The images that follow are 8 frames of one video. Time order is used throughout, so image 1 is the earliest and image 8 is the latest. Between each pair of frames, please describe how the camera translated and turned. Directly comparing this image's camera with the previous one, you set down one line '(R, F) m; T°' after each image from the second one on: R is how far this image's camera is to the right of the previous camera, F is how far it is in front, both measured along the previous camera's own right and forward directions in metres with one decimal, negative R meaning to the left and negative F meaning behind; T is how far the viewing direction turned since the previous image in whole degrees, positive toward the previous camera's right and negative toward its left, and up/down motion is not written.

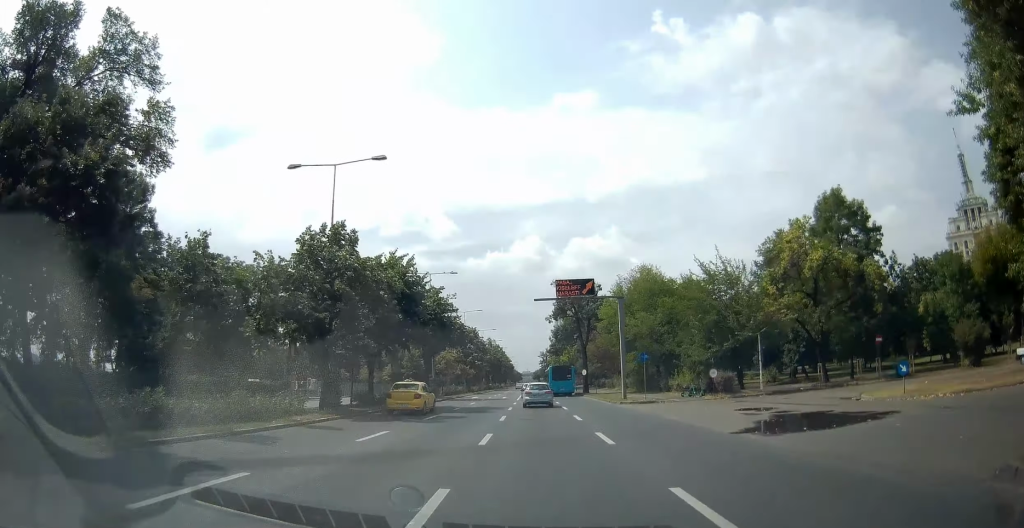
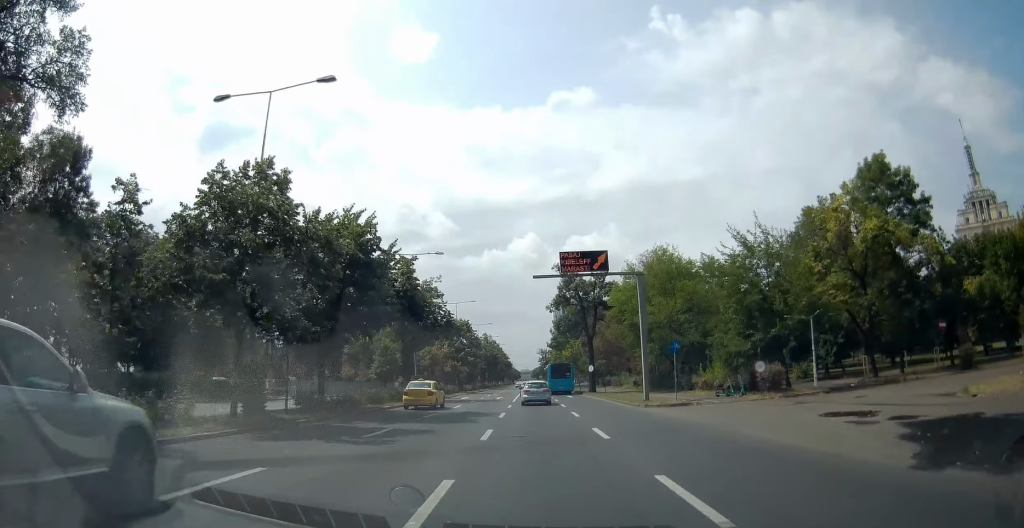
(+0.1, +8.4) m; 0°
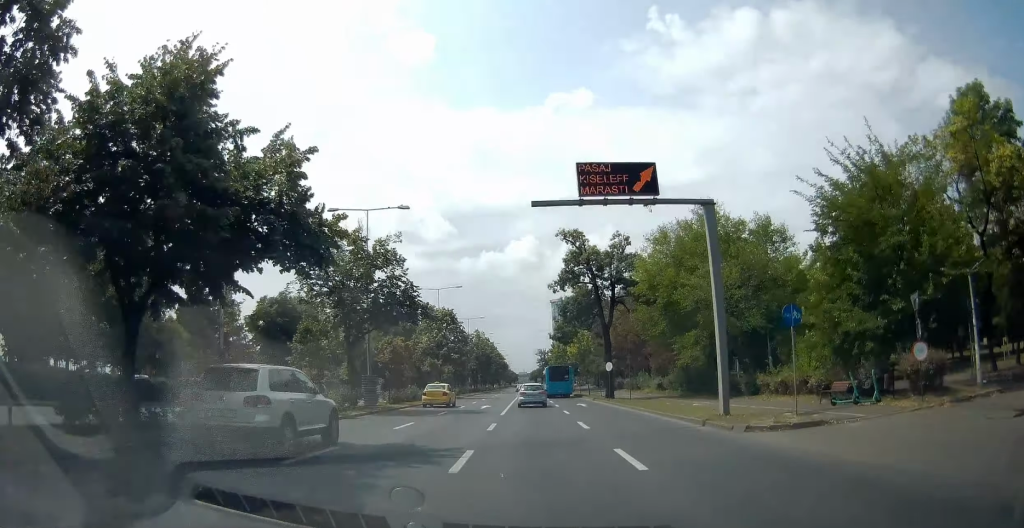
(-0.1, +13.8) m; 0°
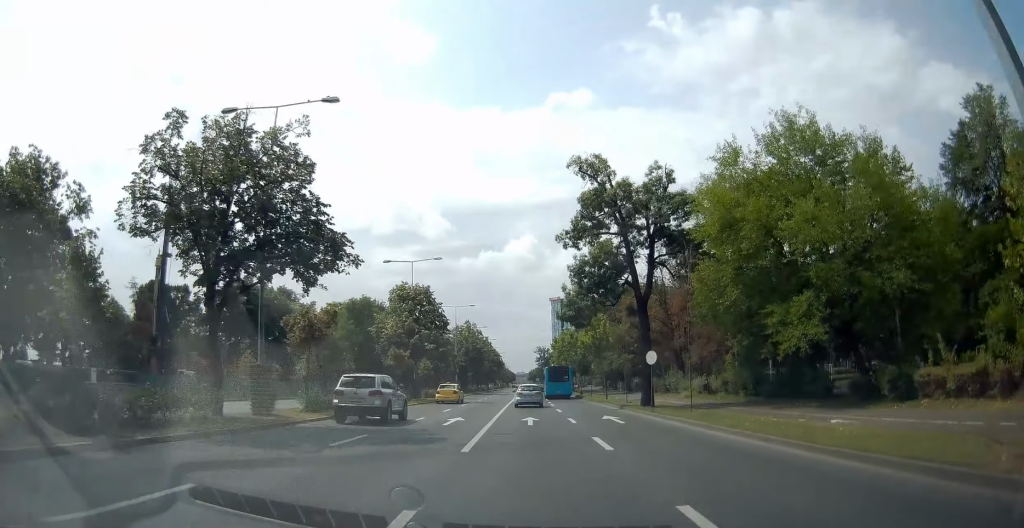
(+0.1, +14.6) m; -1°
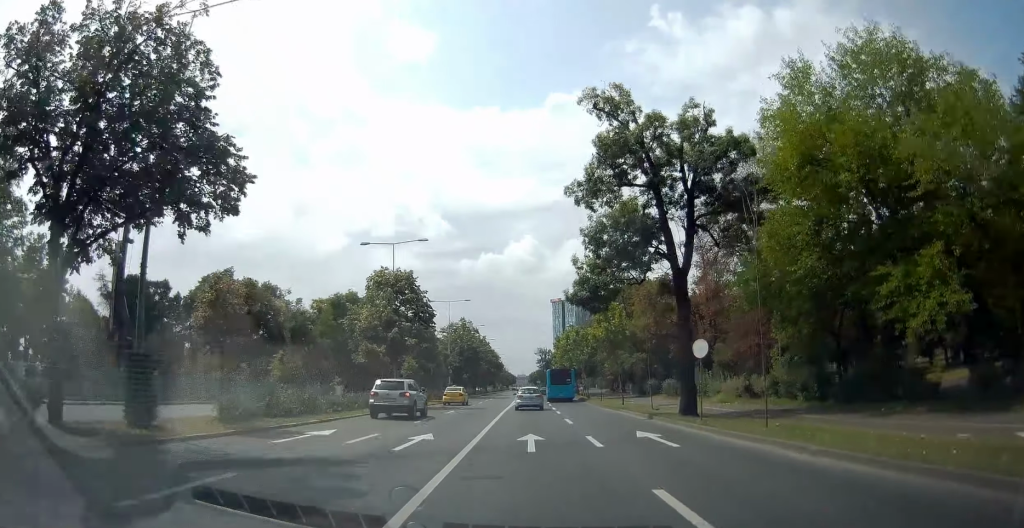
(-0.2, +8.0) m; 0°
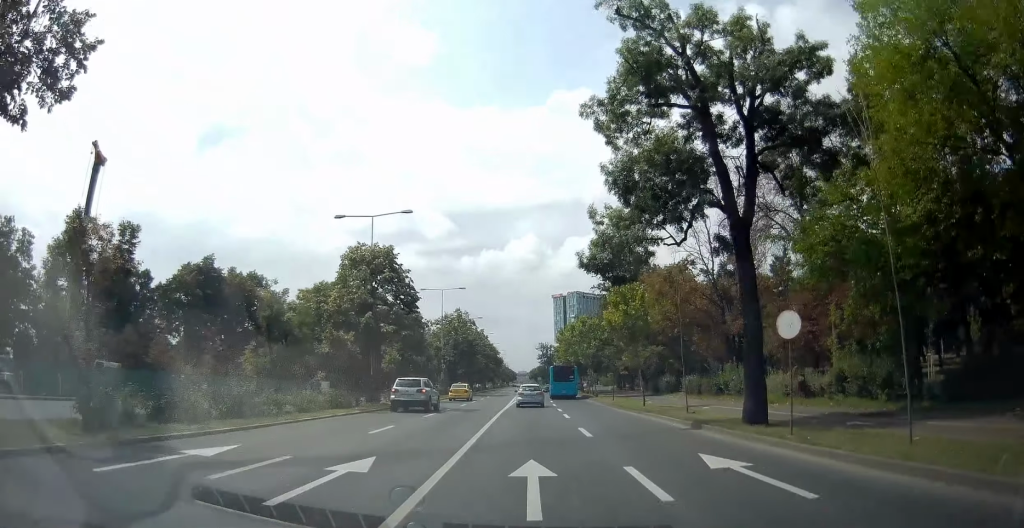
(0.0, +6.5) m; 0°
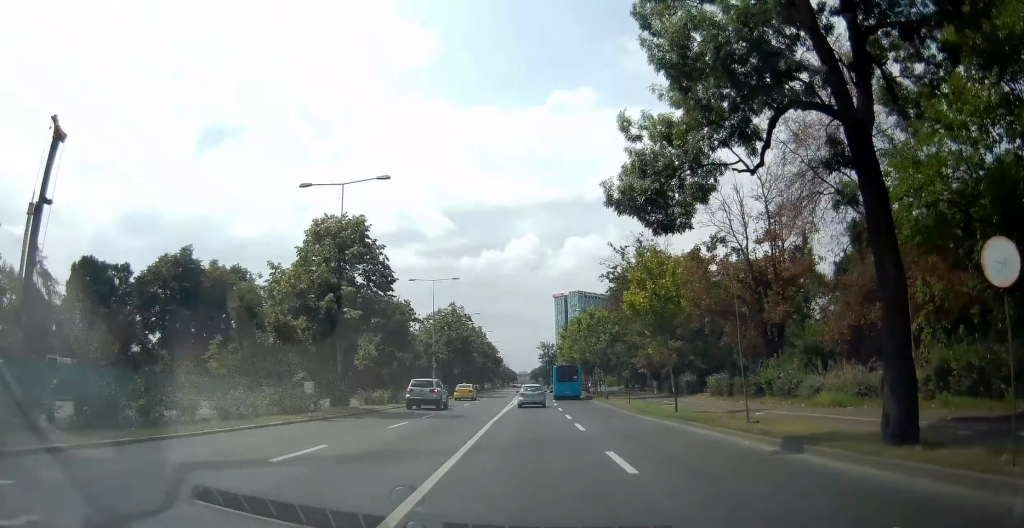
(+0.1, +6.5) m; 0°
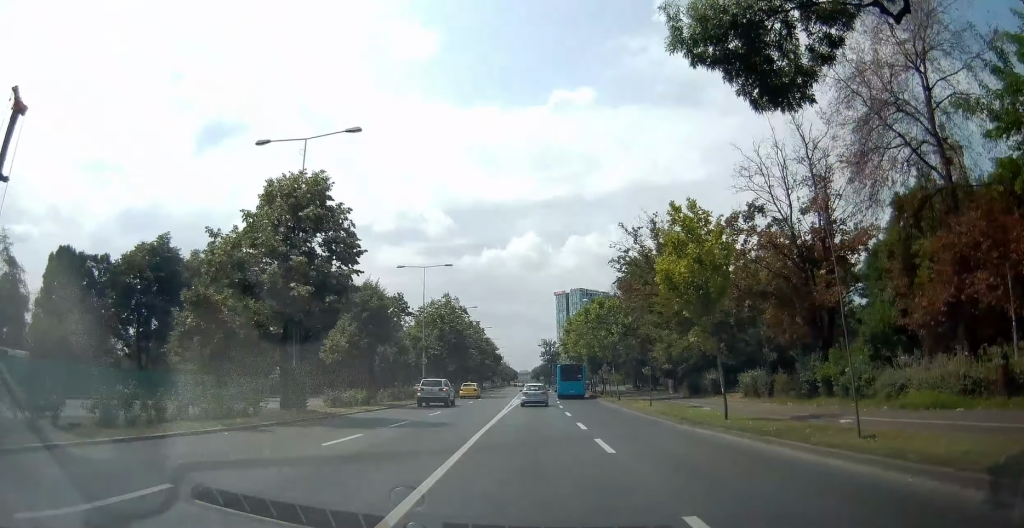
(+0.1, +5.9) m; 0°
